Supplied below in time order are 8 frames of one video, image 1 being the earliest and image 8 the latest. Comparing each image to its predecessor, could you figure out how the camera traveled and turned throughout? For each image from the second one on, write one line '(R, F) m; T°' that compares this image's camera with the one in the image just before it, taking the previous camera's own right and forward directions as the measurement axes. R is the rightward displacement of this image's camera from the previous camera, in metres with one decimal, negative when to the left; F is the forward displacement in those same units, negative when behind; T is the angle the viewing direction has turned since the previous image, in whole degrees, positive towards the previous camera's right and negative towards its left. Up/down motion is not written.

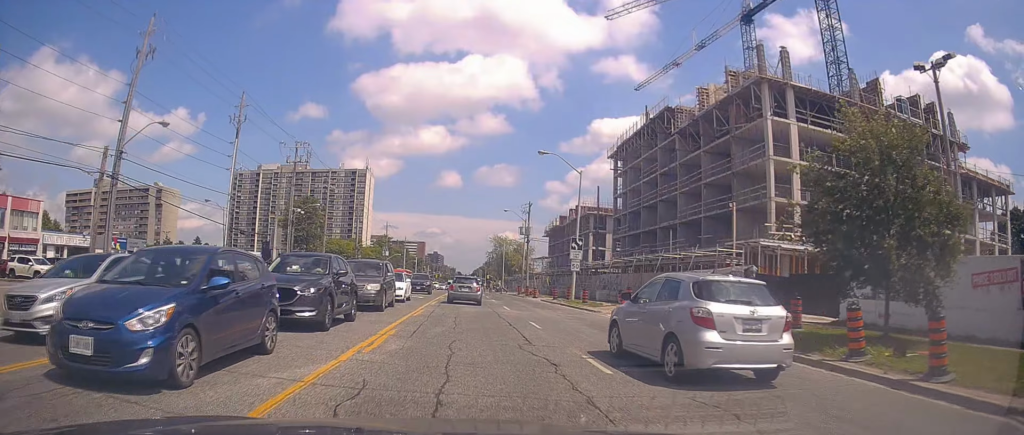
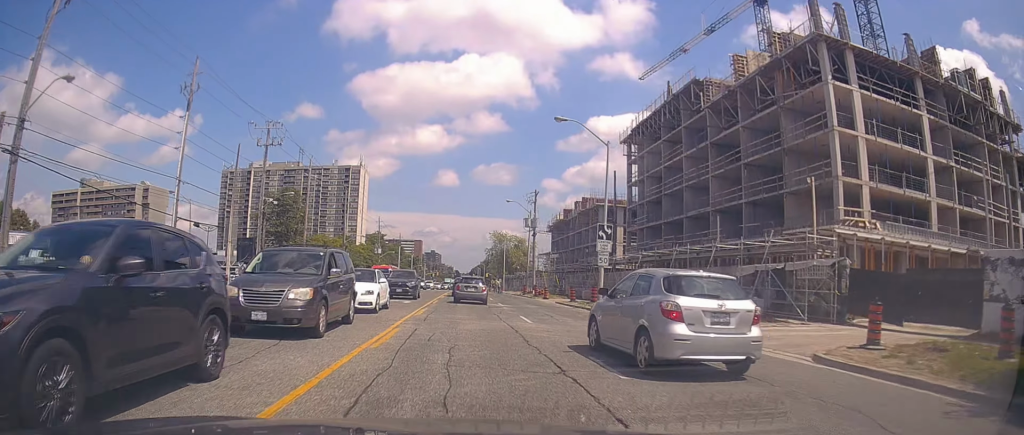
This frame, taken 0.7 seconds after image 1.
(+0.3, +8.7) m; +2°
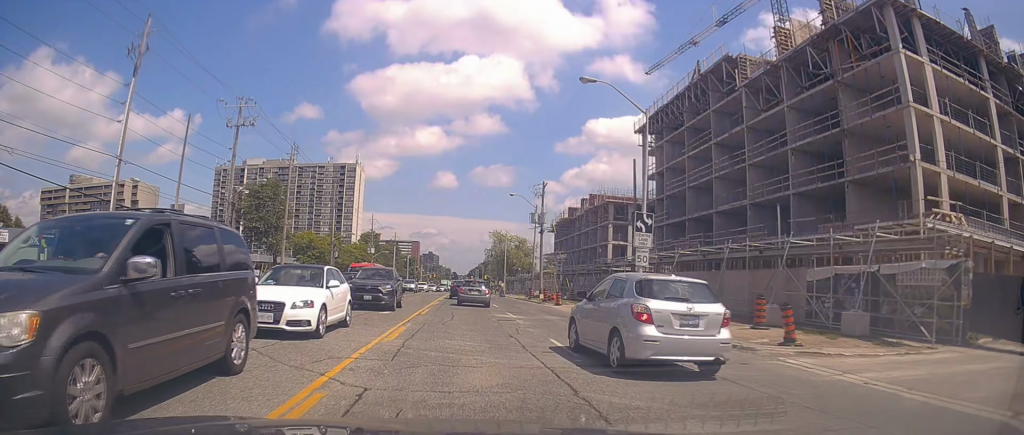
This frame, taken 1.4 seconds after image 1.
(+0.1, +7.5) m; 0°
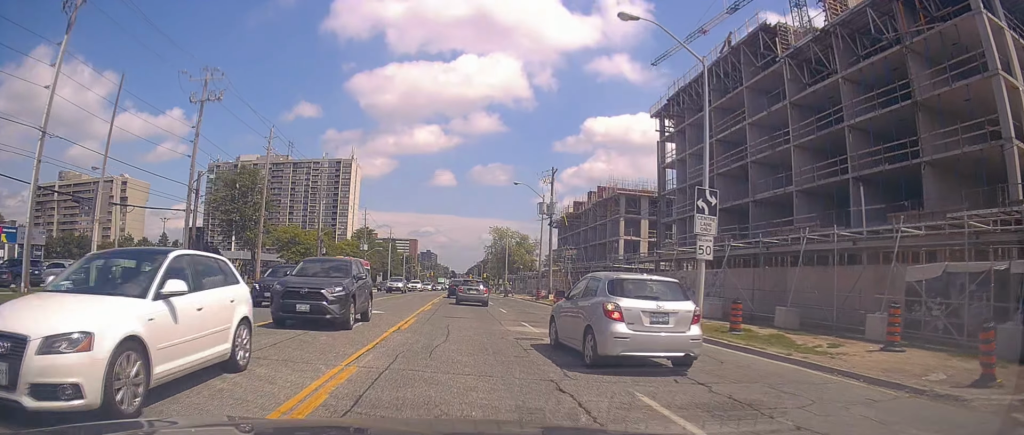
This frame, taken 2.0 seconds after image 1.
(+0.1, +7.0) m; -2°
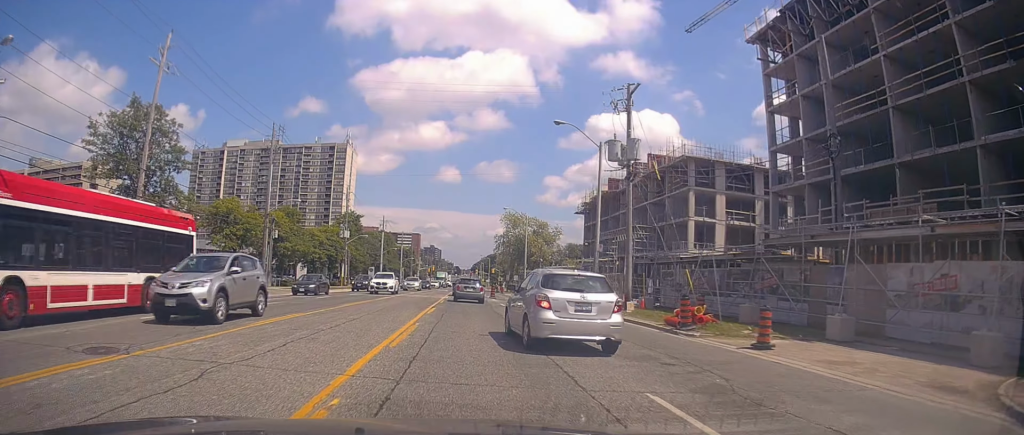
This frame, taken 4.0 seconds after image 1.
(-0.4, +22.6) m; +1°
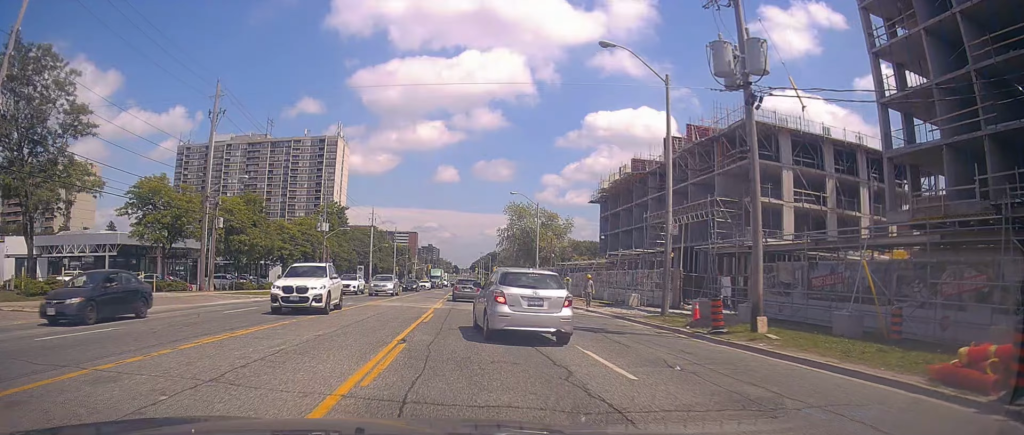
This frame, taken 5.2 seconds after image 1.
(0.0, +13.2) m; 0°
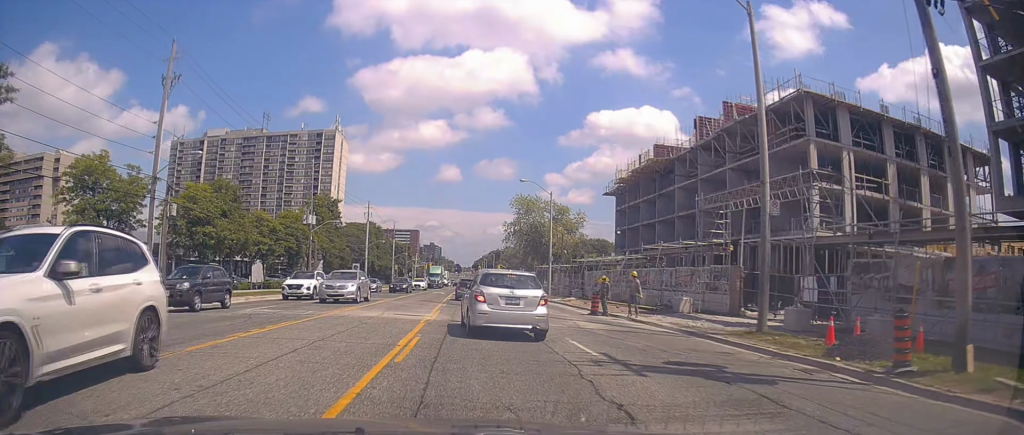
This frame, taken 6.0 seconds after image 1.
(+0.1, +8.1) m; -1°
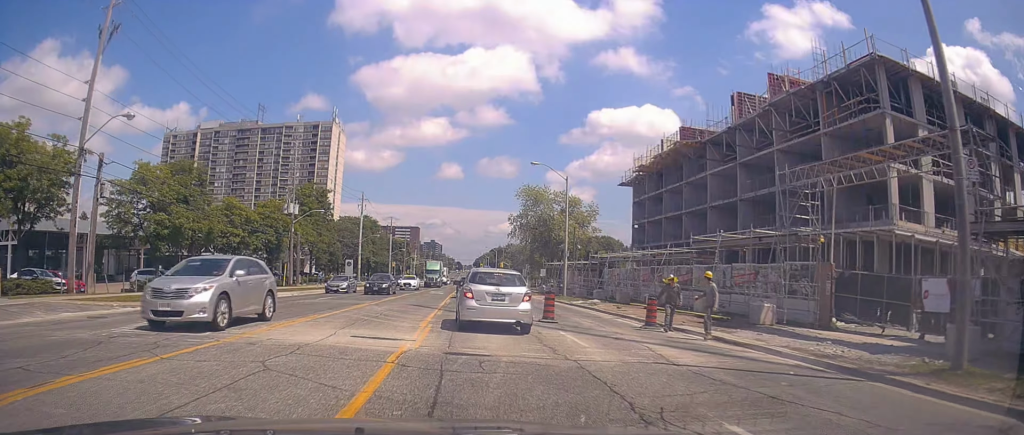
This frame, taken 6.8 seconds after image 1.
(-0.2, +7.8) m; -1°
